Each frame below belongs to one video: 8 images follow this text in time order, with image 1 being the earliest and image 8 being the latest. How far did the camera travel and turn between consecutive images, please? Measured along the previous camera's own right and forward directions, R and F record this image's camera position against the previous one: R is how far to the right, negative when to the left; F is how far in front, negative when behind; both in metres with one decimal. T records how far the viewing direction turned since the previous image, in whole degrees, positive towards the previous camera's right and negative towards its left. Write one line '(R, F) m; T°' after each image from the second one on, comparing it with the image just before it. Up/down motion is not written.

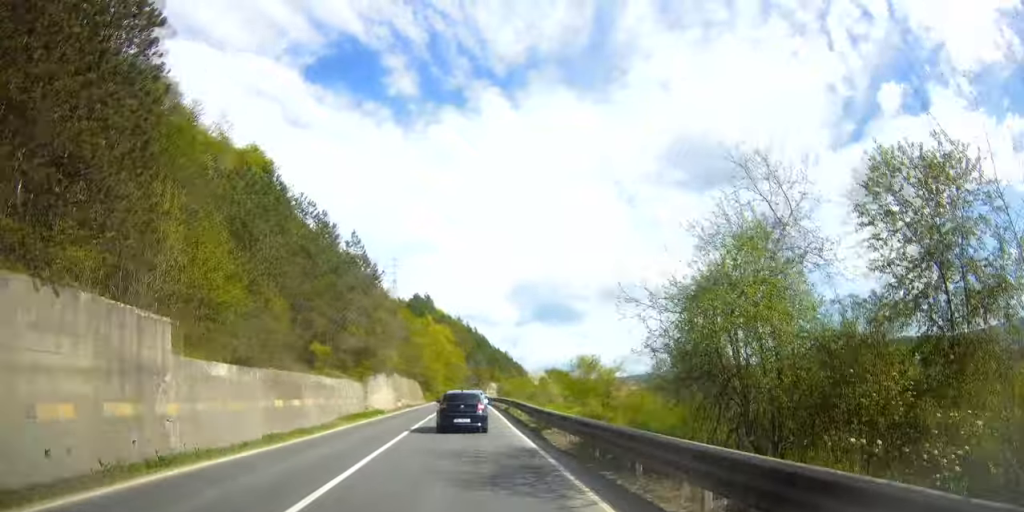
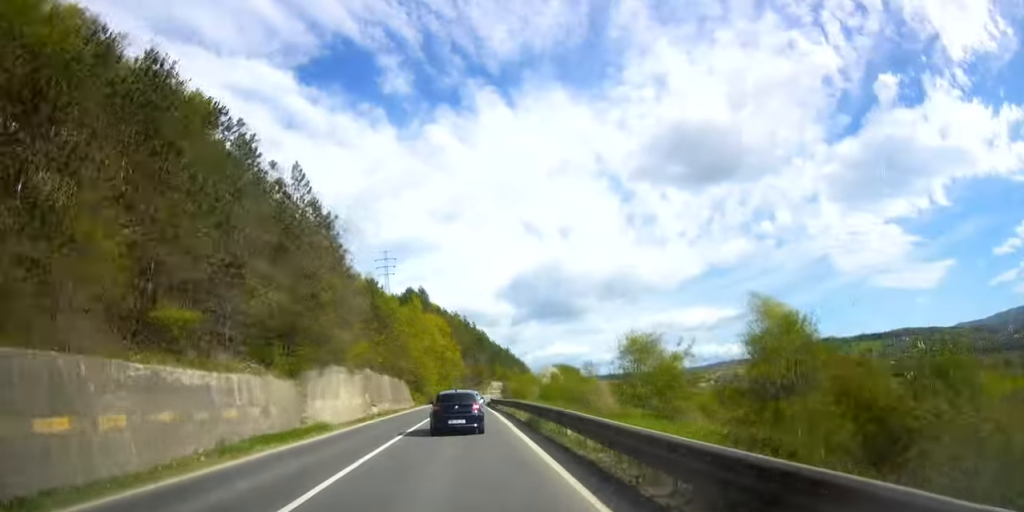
(+0.3, +17.1) m; +1°
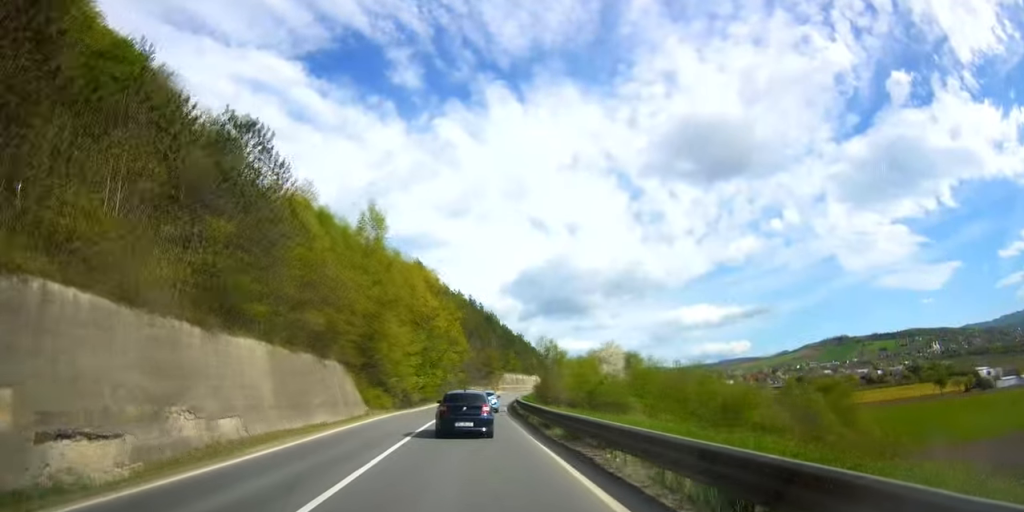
(-0.9, +41.1) m; -3°
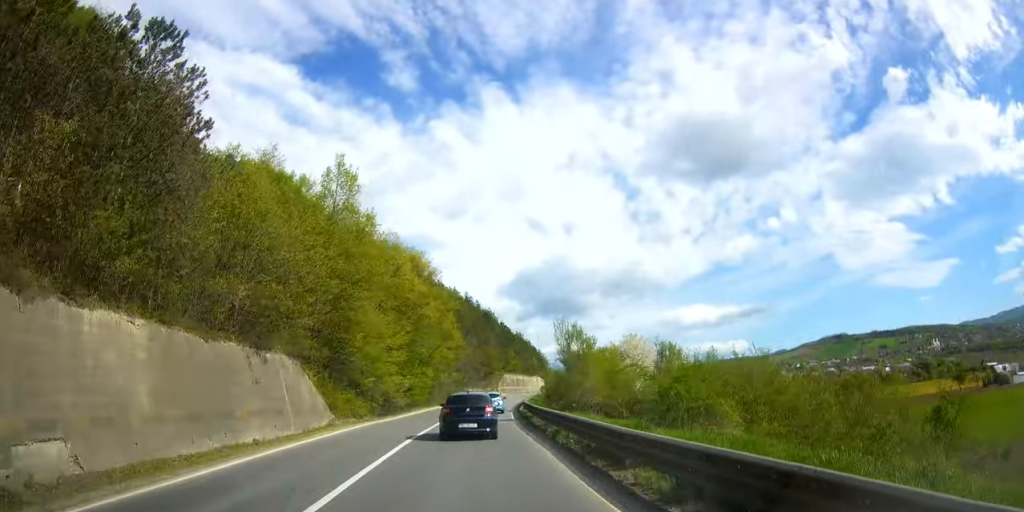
(+0.1, +9.9) m; +1°
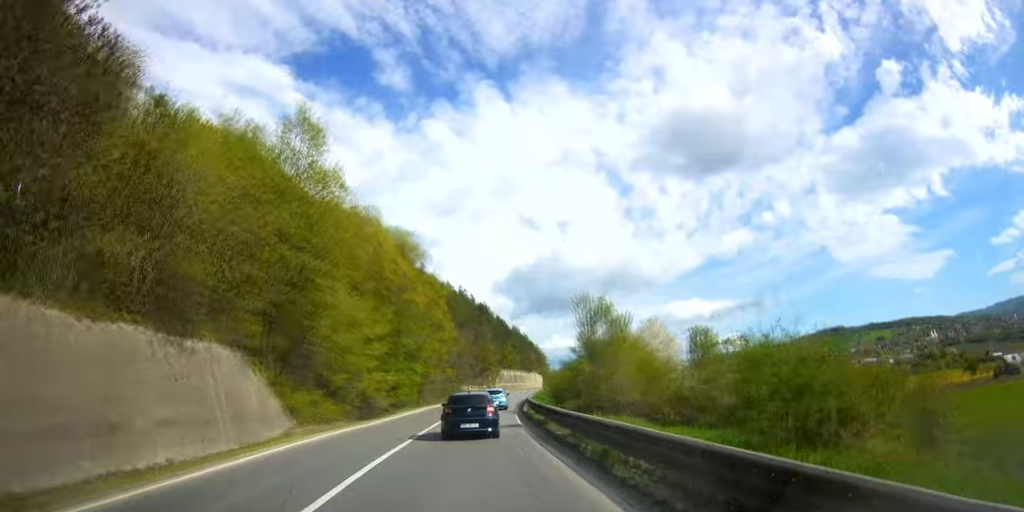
(0.0, +7.1) m; 0°
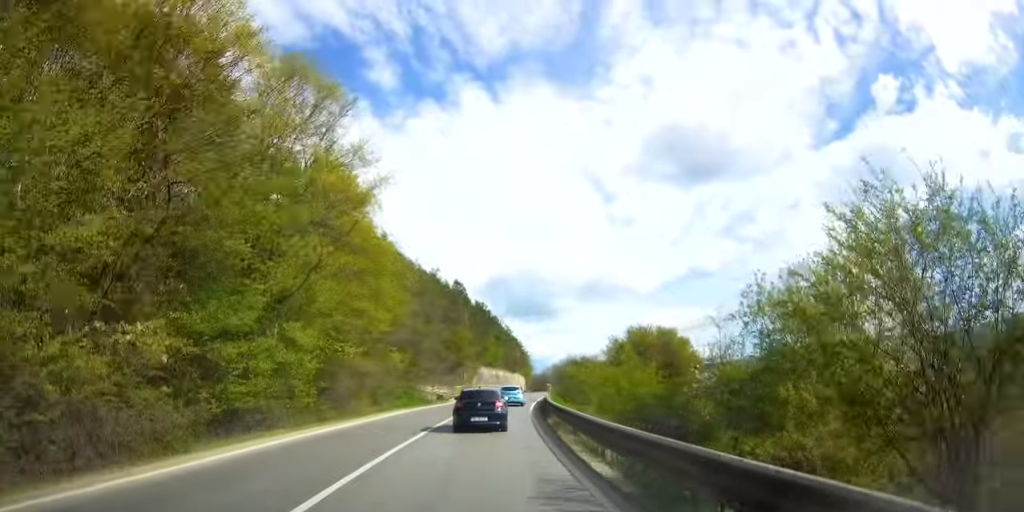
(+0.4, +28.0) m; +2°
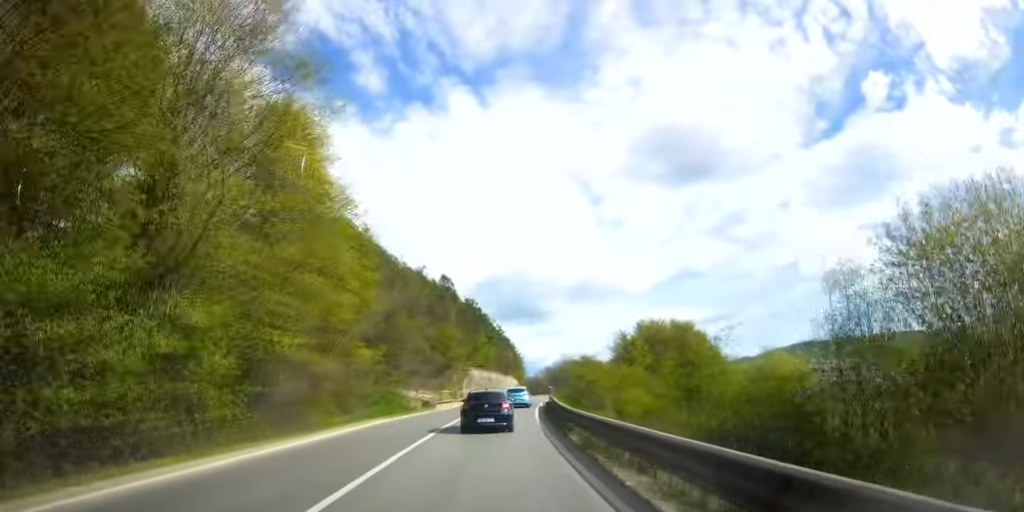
(-0.1, +7.7) m; +1°
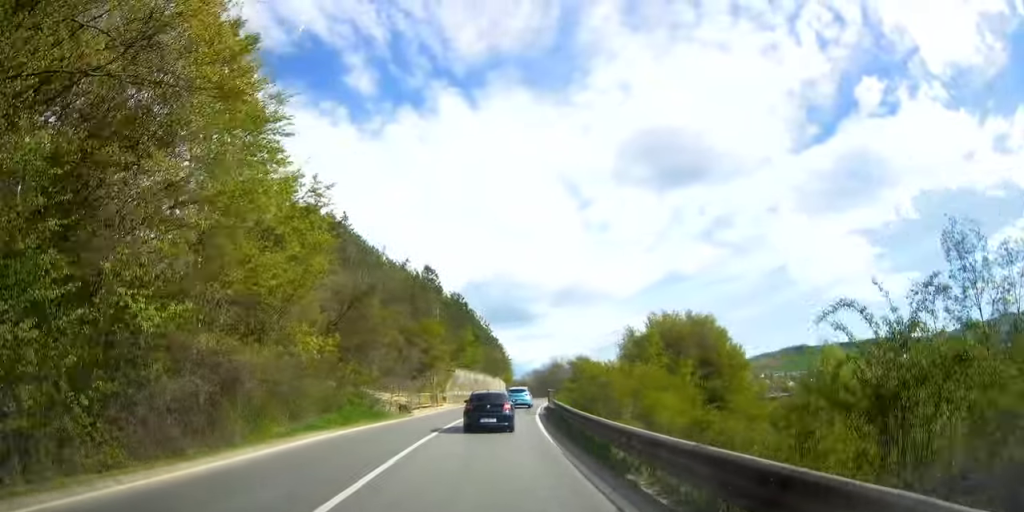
(+0.1, +7.6) m; +1°
